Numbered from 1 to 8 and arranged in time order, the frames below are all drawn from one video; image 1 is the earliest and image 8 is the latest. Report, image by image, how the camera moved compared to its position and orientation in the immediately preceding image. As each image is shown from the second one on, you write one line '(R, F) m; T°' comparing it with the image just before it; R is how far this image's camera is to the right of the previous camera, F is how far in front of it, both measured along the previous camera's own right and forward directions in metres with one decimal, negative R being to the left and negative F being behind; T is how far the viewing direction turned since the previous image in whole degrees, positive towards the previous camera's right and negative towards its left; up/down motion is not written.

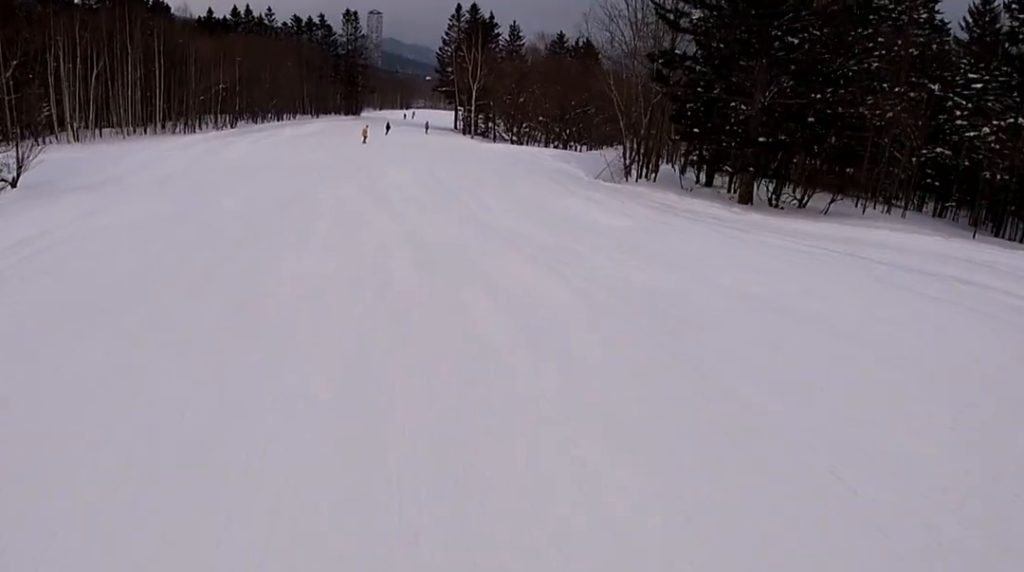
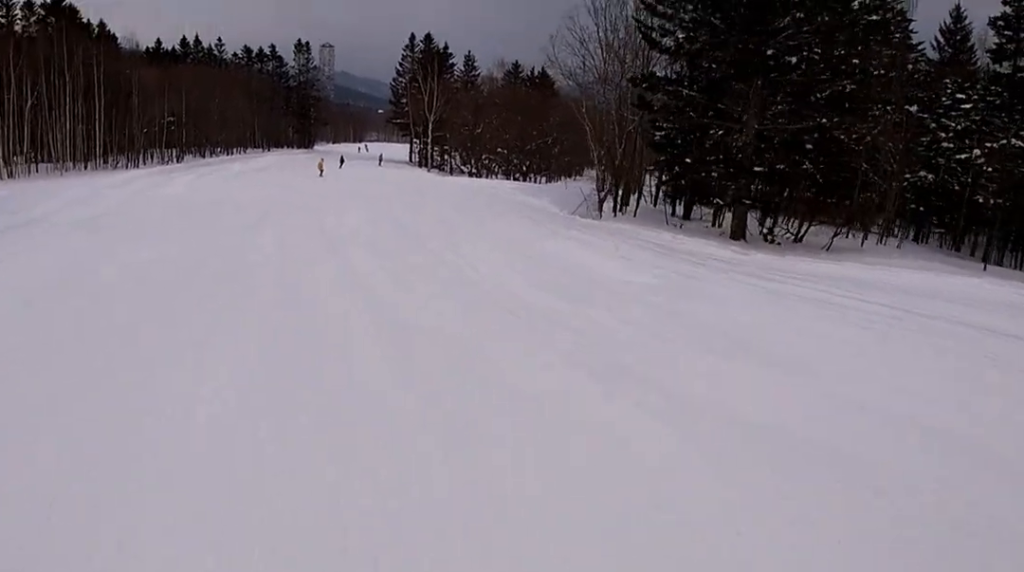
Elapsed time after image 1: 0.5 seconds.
(-0.3, +3.6) m; -3°
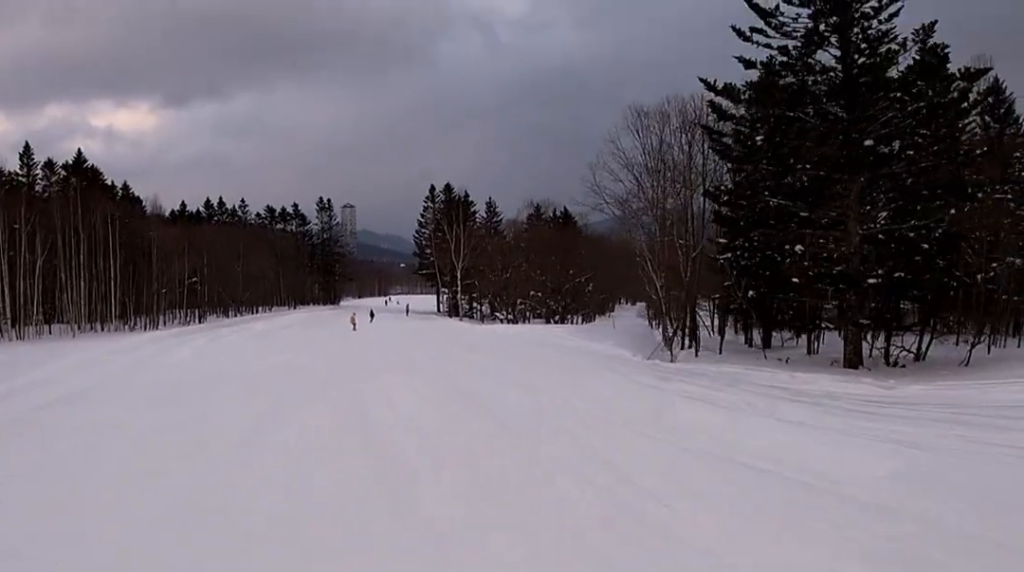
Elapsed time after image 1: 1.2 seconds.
(-0.1, +5.3) m; +1°
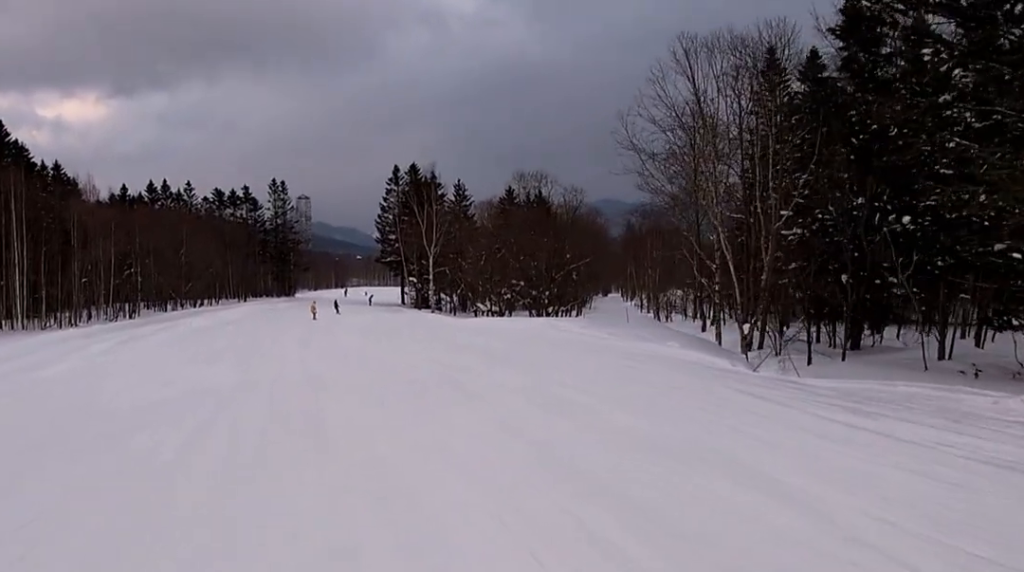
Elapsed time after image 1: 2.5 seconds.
(+0.6, +9.1) m; +10°
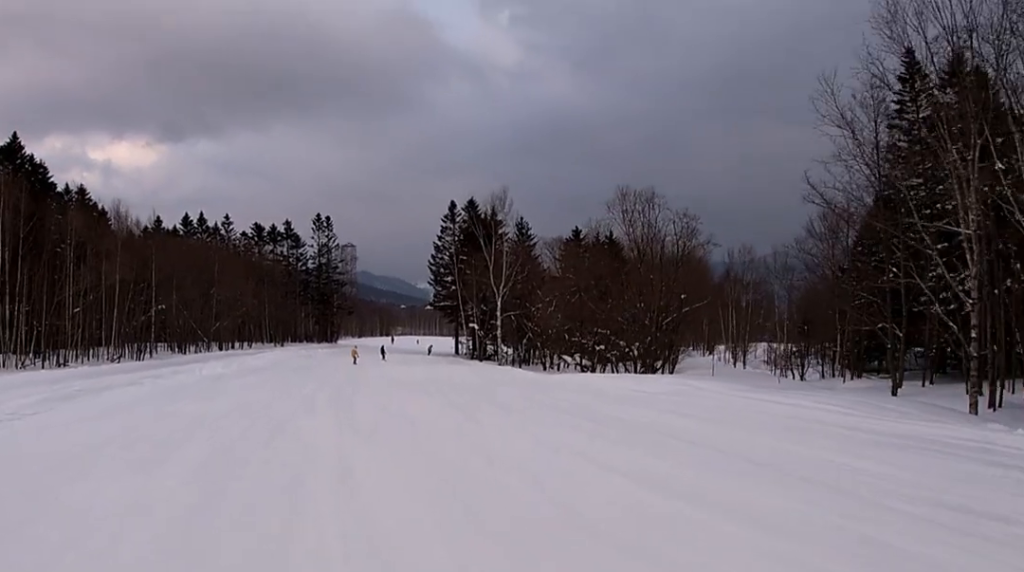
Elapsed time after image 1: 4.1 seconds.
(+0.3, +10.9) m; -4°
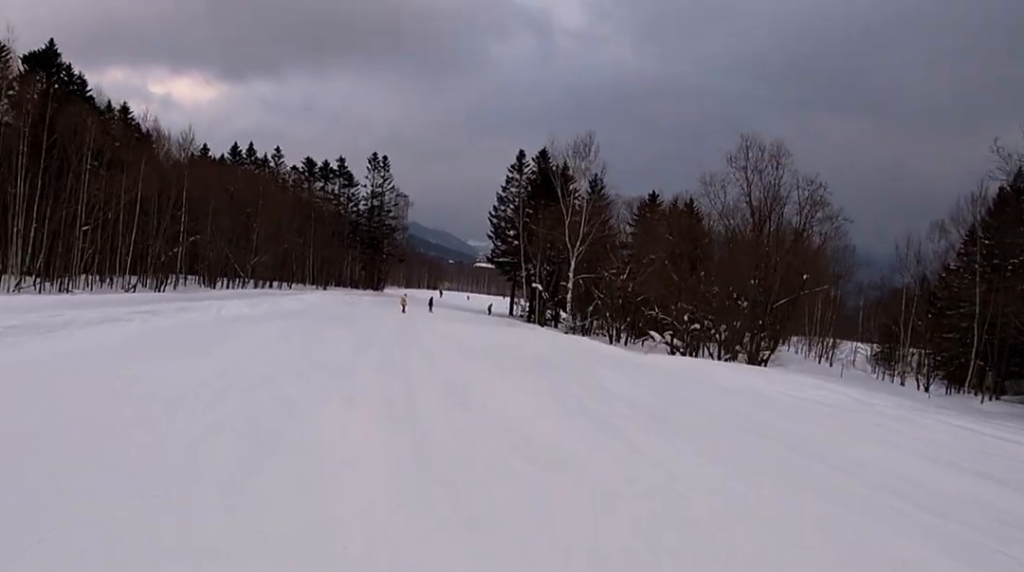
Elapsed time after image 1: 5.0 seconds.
(-0.6, +6.3) m; -4°
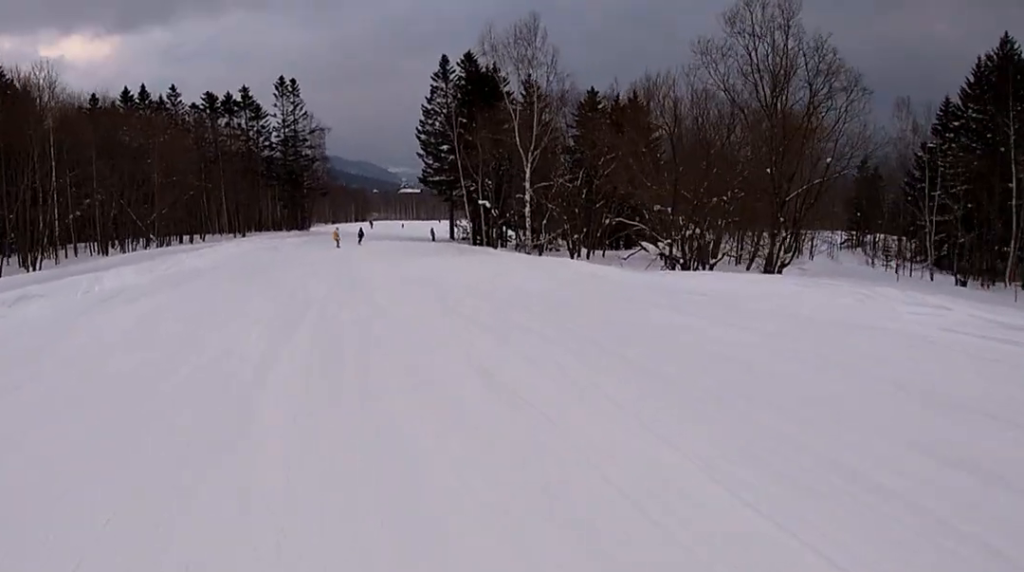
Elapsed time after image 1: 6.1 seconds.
(+0.2, +7.2) m; 0°
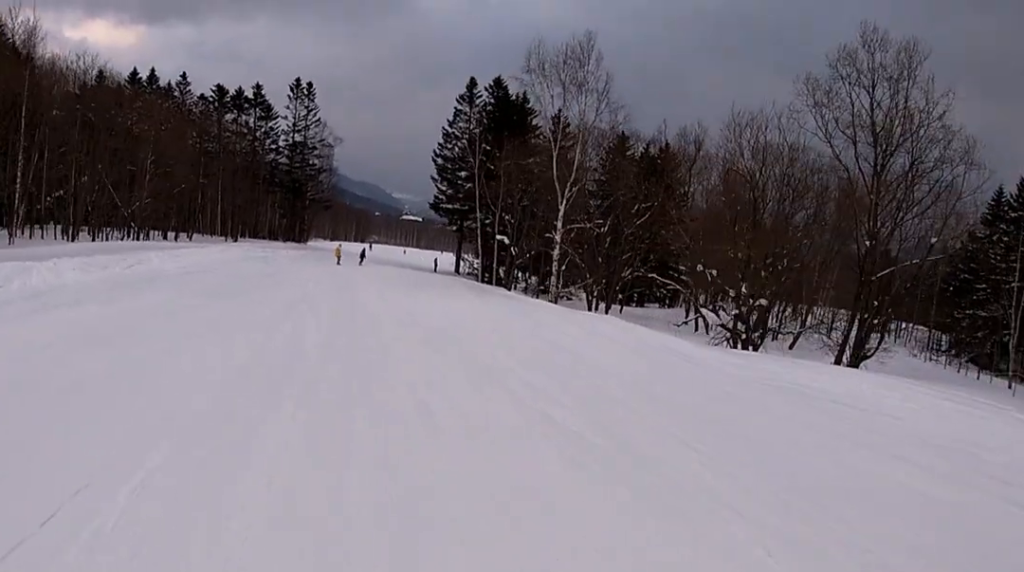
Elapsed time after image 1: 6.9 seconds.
(-0.3, +5.6) m; +1°
